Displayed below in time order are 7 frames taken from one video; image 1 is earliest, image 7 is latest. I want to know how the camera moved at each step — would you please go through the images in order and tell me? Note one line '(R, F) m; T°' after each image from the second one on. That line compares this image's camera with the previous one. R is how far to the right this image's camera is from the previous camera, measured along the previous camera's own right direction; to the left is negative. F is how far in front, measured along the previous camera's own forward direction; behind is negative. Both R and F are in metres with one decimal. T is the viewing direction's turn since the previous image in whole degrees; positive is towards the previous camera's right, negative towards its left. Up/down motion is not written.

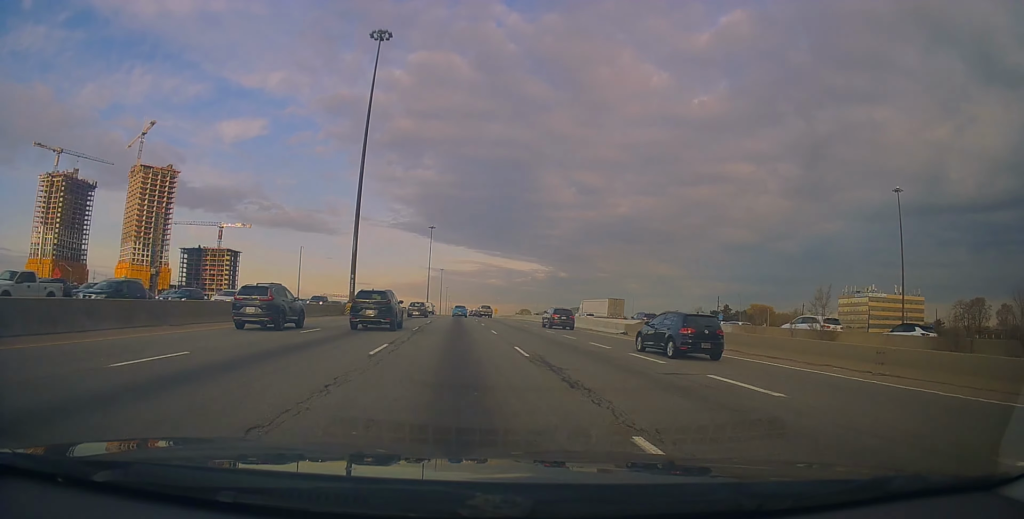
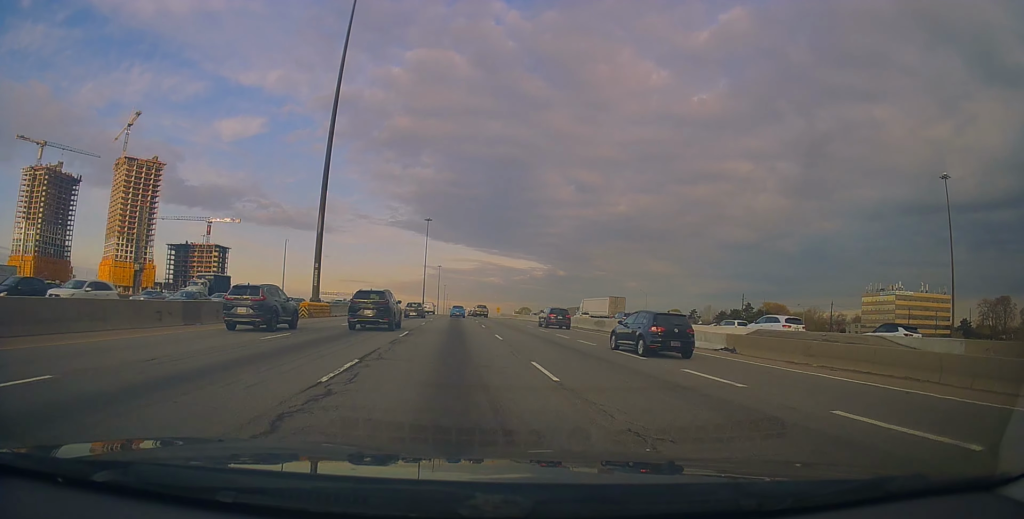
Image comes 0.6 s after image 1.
(-0.1, +15.9) m; 0°
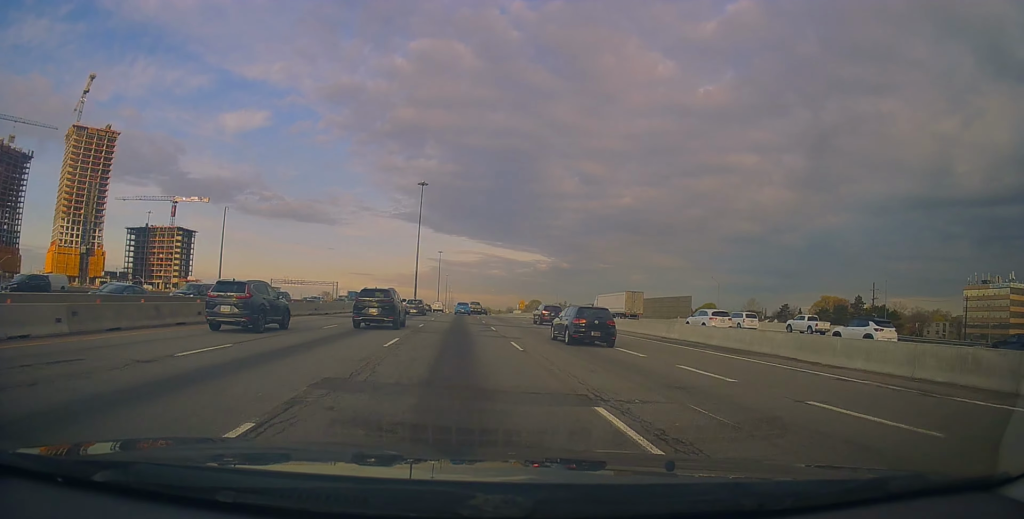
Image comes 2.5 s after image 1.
(+0.4, +53.0) m; 0°
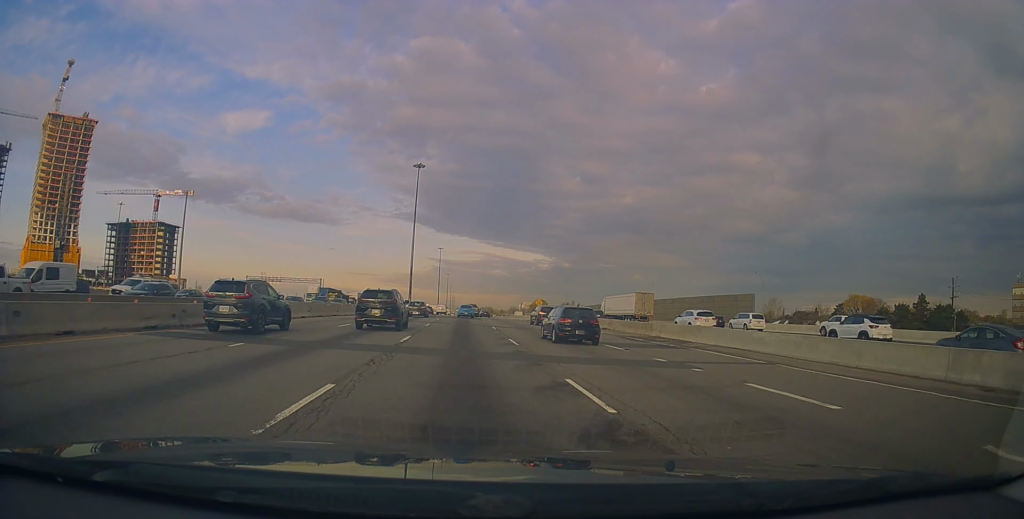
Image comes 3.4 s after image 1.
(-0.2, +21.8) m; -1°
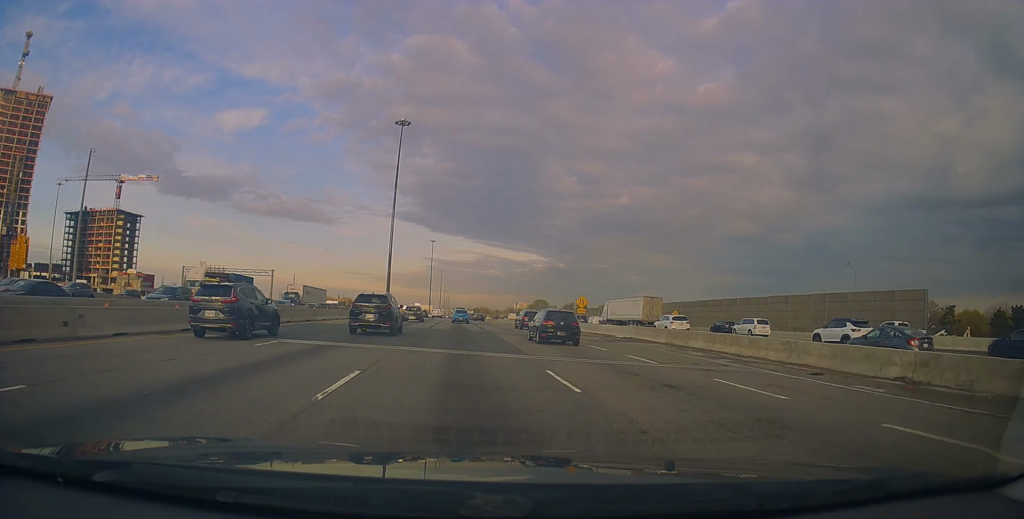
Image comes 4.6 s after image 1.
(0.0, +33.8) m; 0°
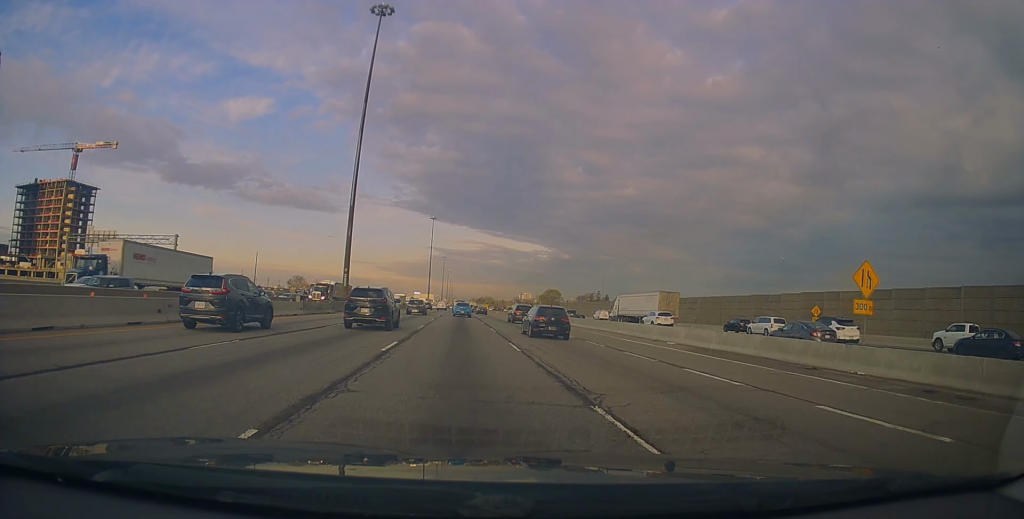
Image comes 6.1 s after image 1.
(-0.1, +40.1) m; 0°
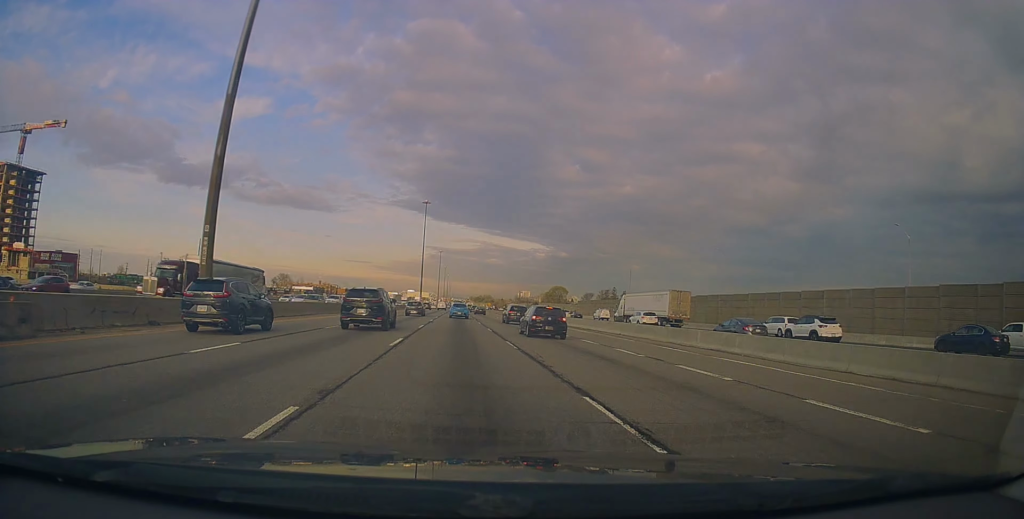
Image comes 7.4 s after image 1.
(+0.3, +33.8) m; 0°
